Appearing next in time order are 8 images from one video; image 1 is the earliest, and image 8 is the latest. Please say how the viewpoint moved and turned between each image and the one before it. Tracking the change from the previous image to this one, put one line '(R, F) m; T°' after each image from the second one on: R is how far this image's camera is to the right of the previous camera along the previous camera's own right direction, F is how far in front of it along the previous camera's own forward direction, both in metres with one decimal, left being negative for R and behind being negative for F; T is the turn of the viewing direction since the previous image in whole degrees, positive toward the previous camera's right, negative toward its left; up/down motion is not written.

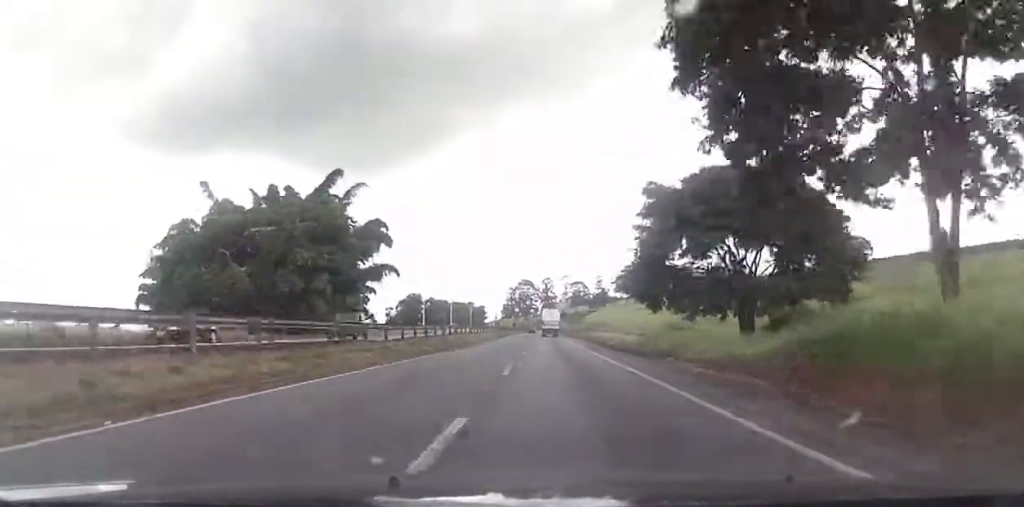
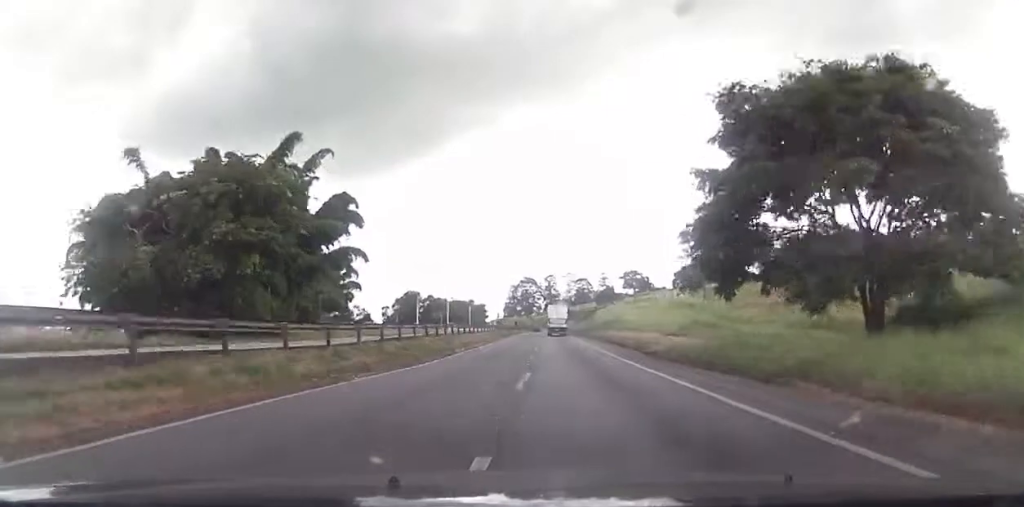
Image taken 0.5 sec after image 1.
(+0.1, +15.3) m; 0°
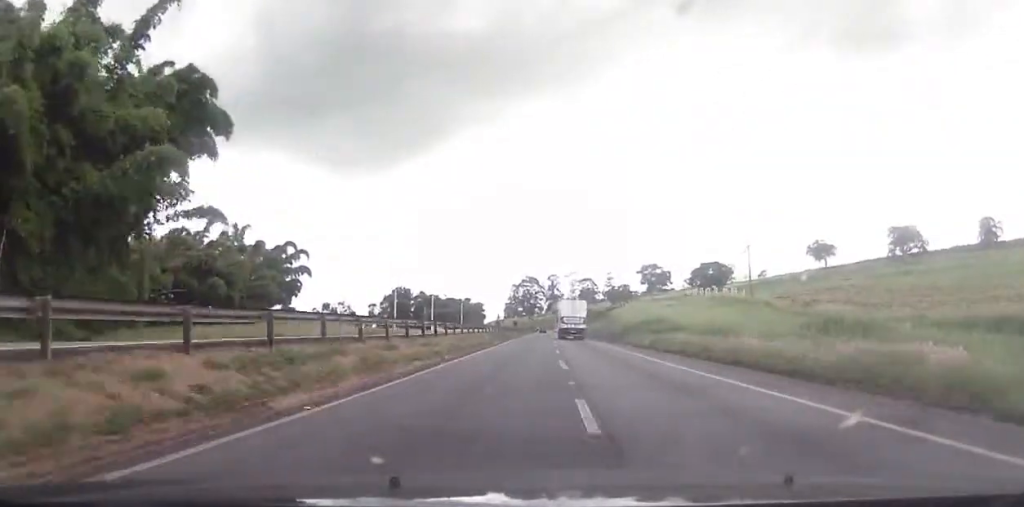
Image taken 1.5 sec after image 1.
(-0.5, +31.8) m; -1°
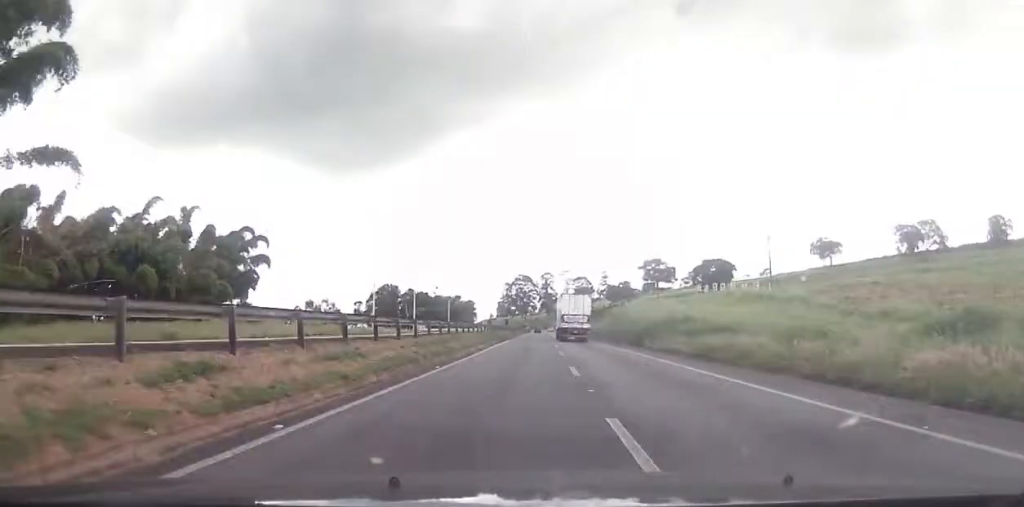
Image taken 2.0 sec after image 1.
(0.0, +14.6) m; 0°
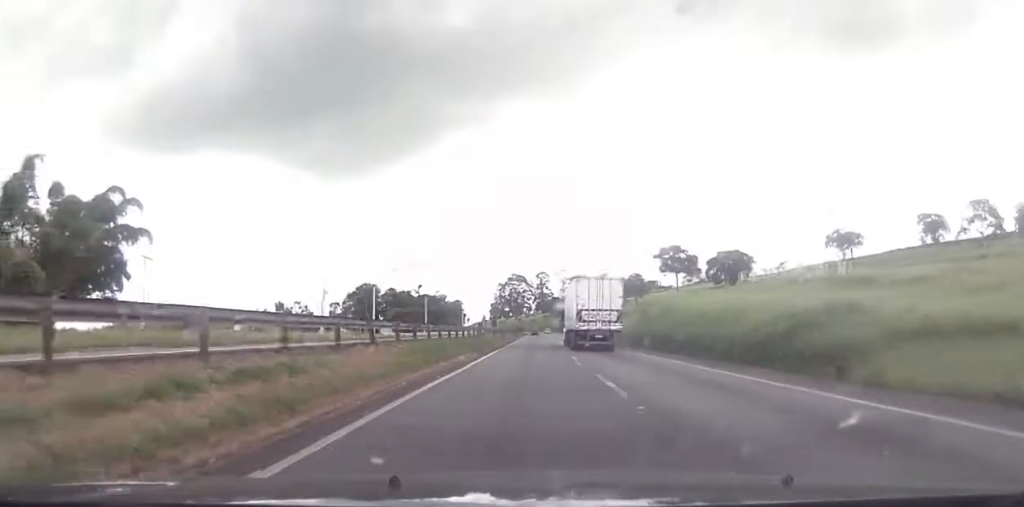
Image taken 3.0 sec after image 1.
(0.0, +30.4) m; 0°
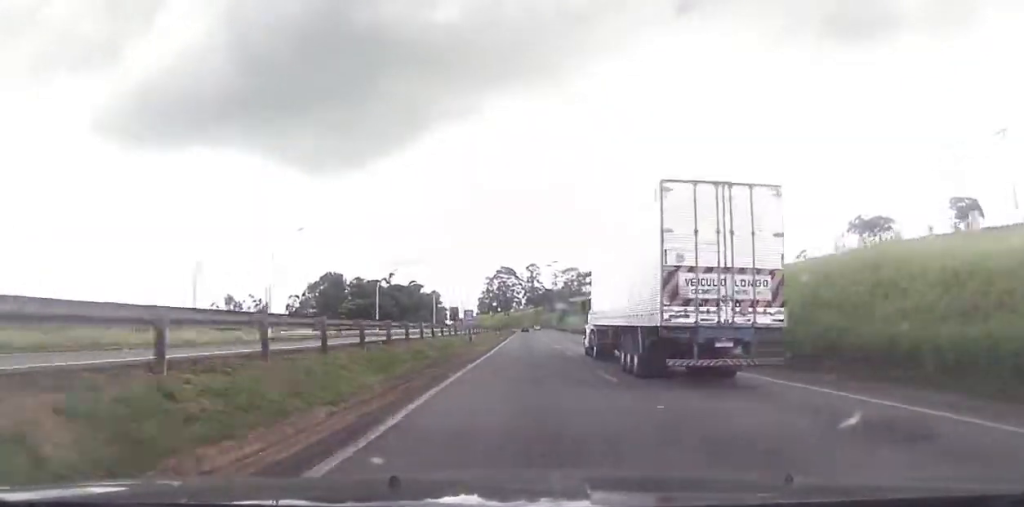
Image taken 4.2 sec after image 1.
(0.0, +37.9) m; +1°
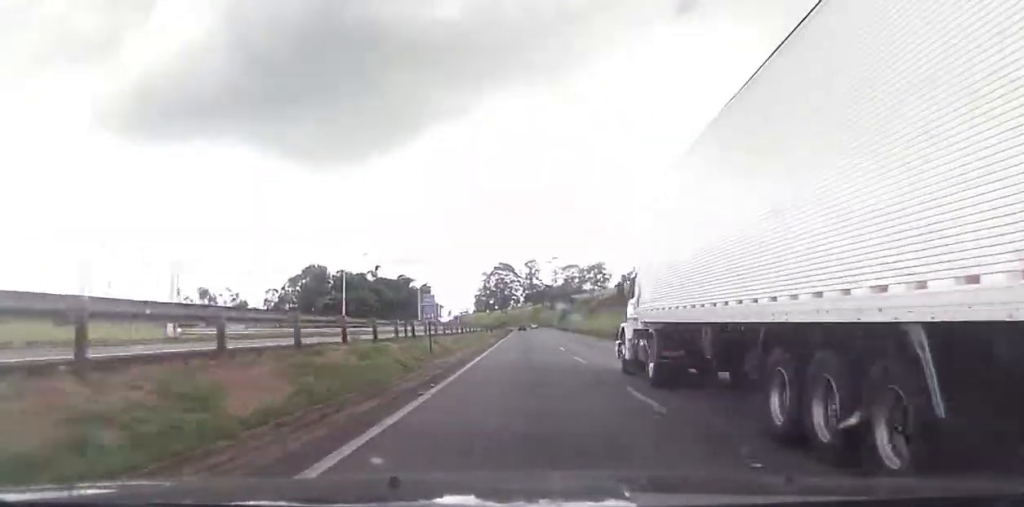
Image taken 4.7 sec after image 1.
(0.0, +17.9) m; 0°
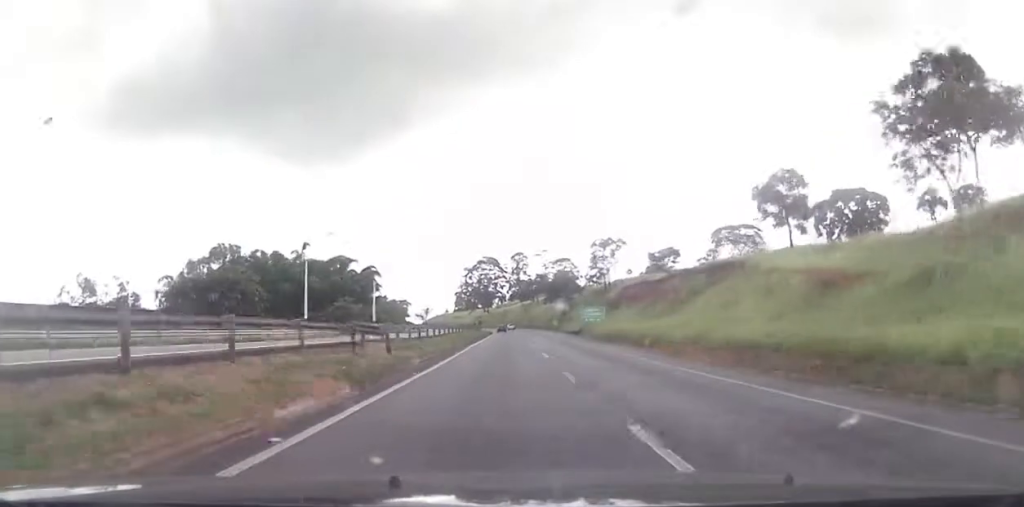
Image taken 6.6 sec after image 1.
(+0.8, +58.3) m; +1°
